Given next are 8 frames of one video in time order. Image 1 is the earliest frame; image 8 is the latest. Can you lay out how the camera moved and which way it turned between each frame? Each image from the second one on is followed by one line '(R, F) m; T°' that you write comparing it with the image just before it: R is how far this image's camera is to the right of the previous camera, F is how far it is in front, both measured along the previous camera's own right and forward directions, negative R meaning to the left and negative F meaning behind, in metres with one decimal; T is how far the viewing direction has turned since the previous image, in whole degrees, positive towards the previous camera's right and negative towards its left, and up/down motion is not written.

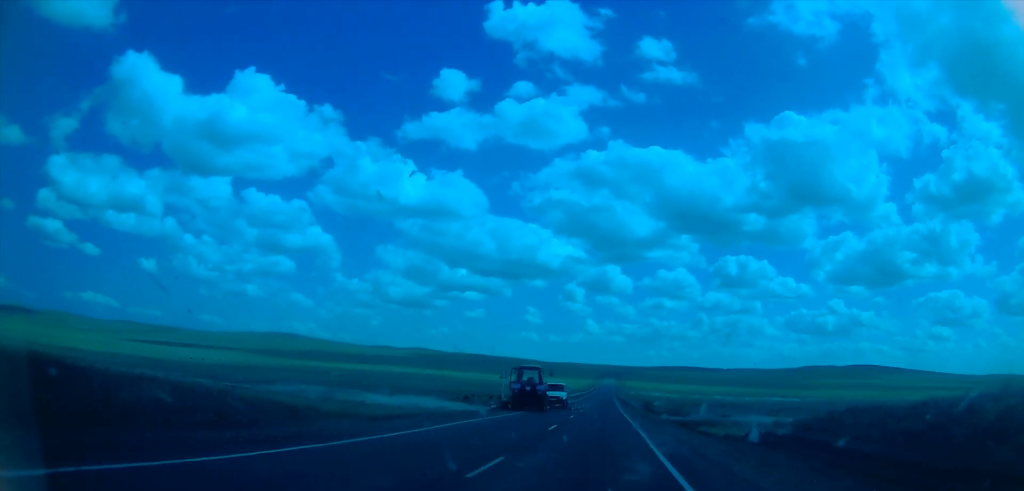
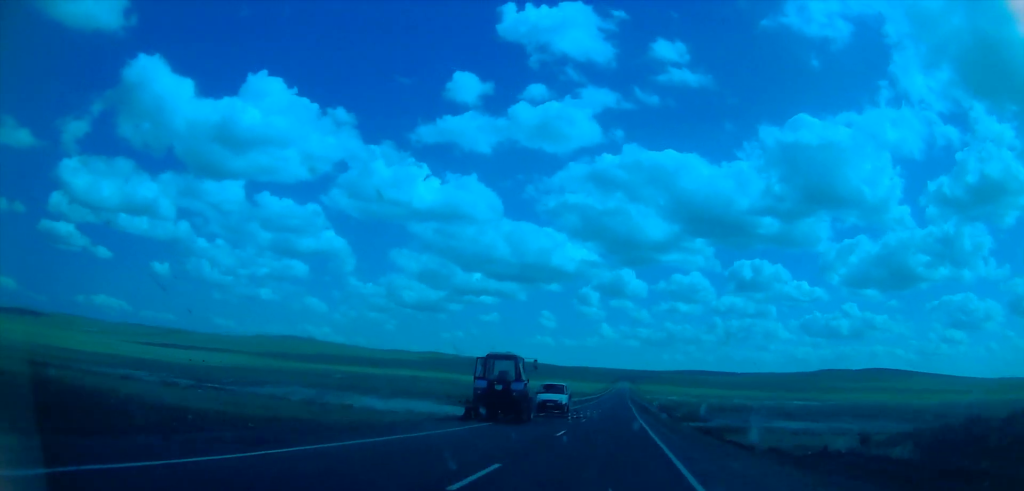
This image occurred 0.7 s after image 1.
(-0.1, +14.6) m; -1°
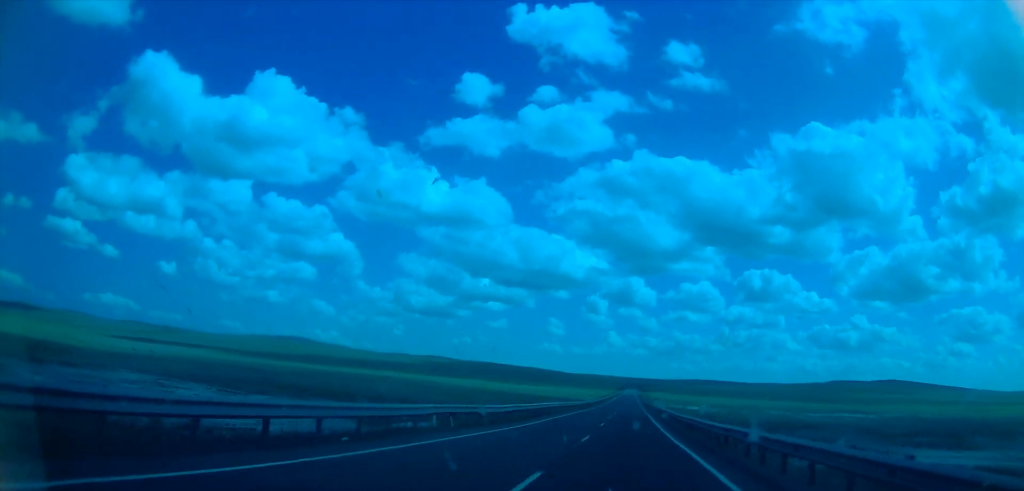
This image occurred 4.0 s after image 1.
(-1.3, +74.9) m; -1°
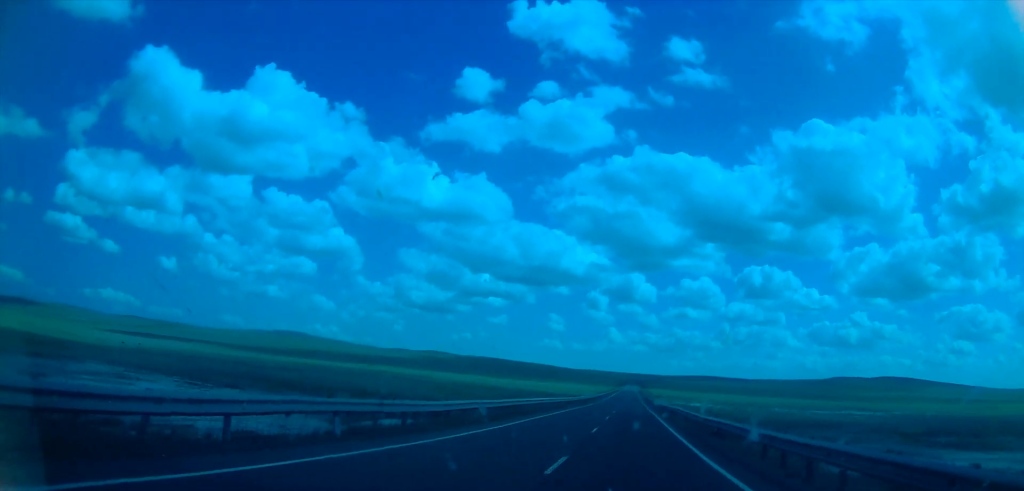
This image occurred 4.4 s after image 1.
(0.0, +9.3) m; 0°
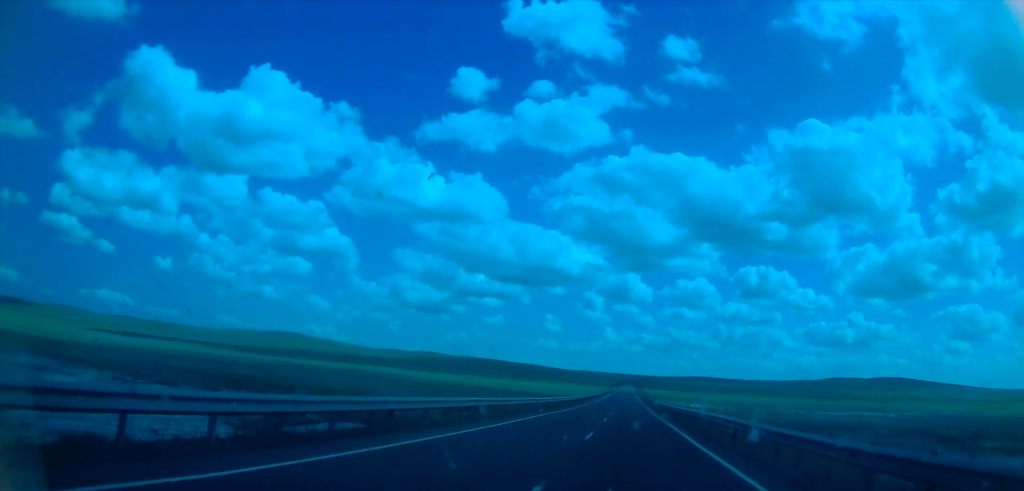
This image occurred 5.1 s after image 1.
(0.0, +16.4) m; 0°
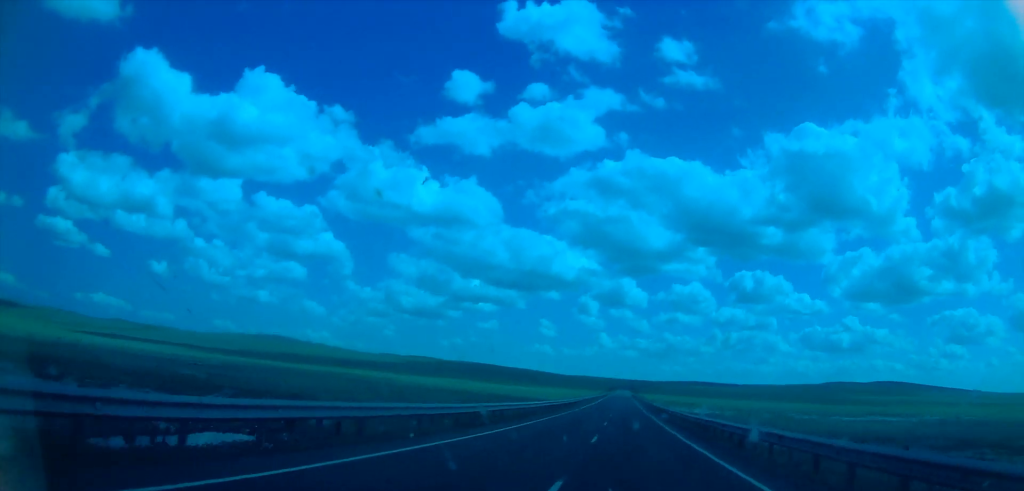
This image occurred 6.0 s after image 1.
(0.0, +22.0) m; 0°
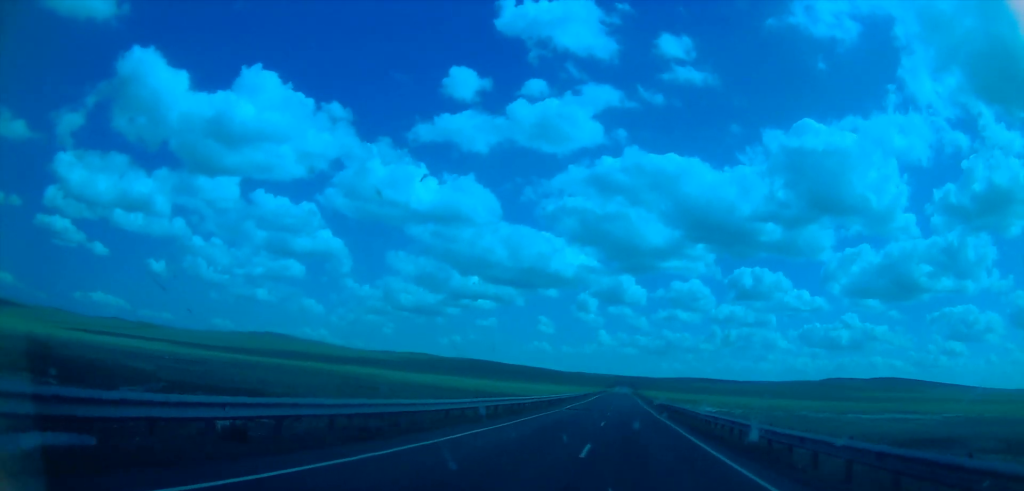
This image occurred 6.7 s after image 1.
(0.0, +16.6) m; 0°
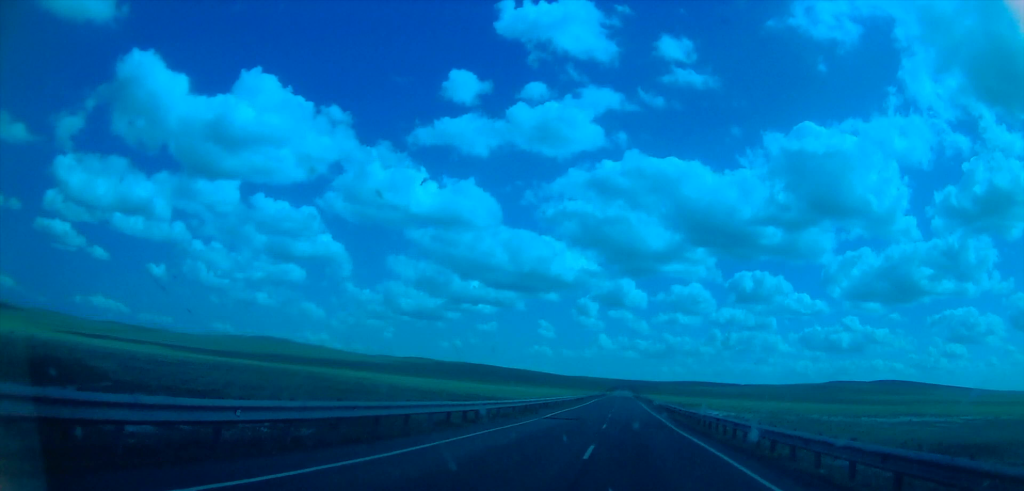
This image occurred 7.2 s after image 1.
(0.0, +10.3) m; 0°
